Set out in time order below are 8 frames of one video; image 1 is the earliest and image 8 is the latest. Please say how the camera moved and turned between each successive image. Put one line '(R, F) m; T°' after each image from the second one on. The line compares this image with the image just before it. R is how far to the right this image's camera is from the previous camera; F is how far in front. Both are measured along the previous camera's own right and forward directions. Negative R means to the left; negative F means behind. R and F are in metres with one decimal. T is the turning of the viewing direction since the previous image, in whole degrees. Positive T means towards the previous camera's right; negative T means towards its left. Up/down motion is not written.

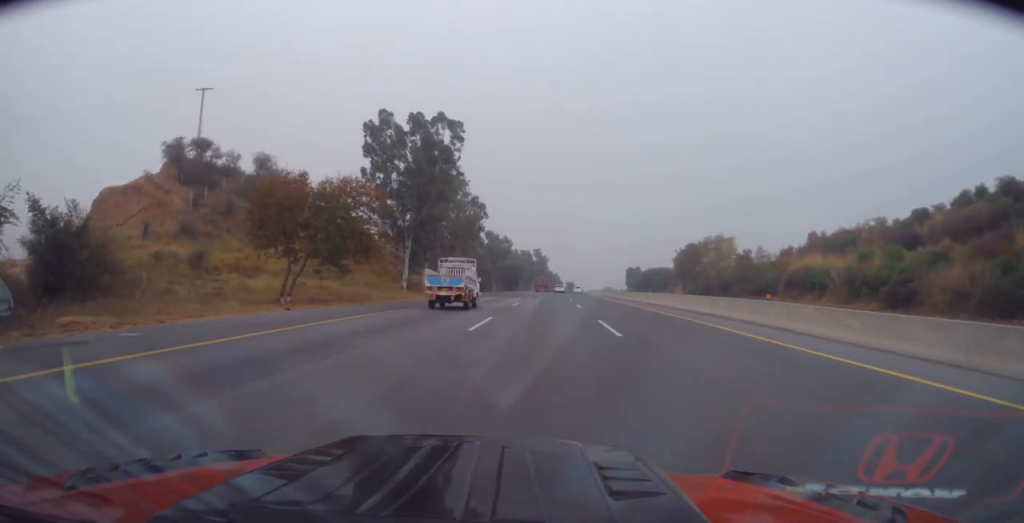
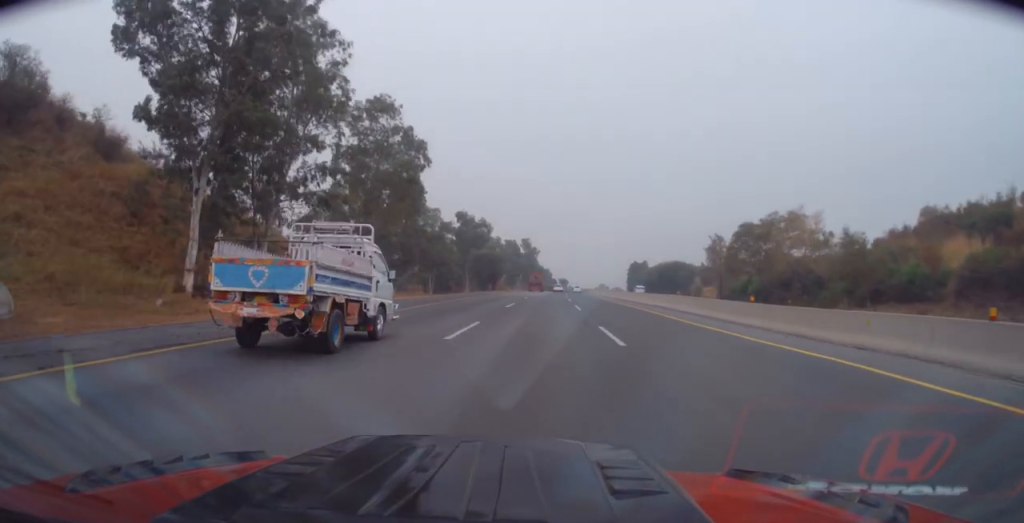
(0.0, +38.5) m; 0°
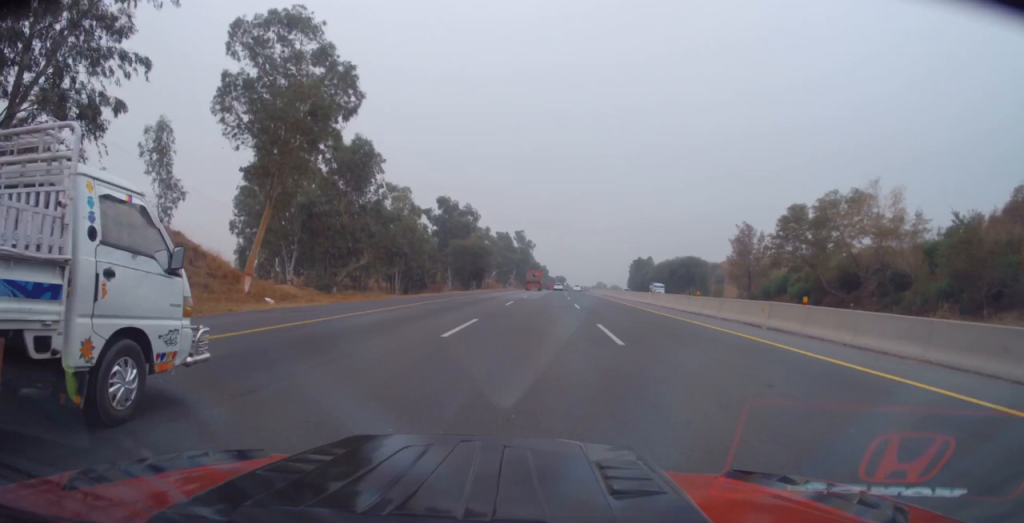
(+0.3, +18.3) m; +1°
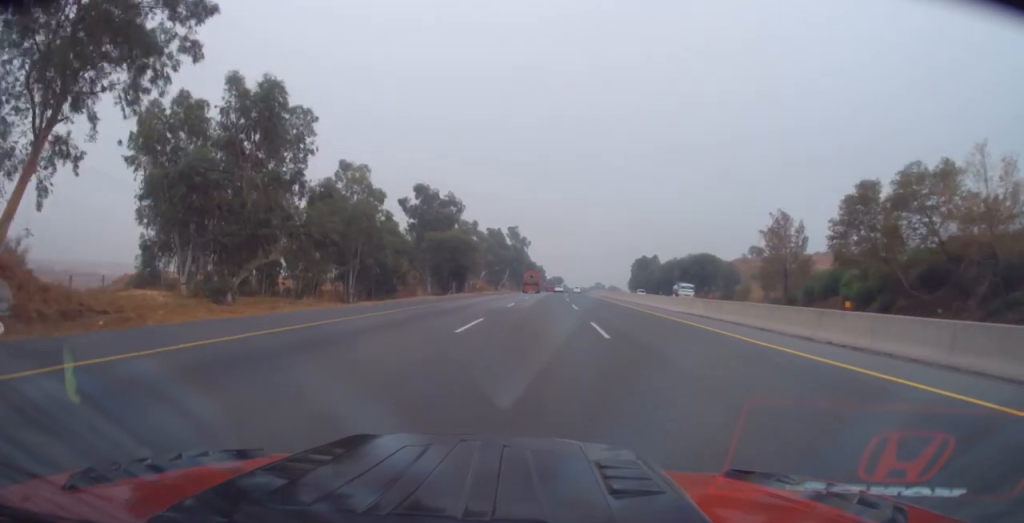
(0.0, +15.9) m; 0°
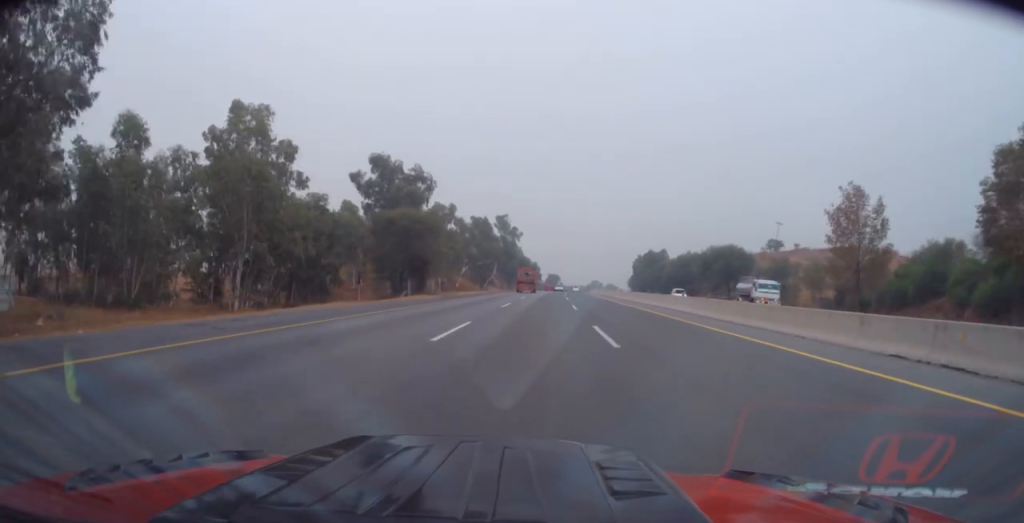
(-0.1, +20.4) m; 0°
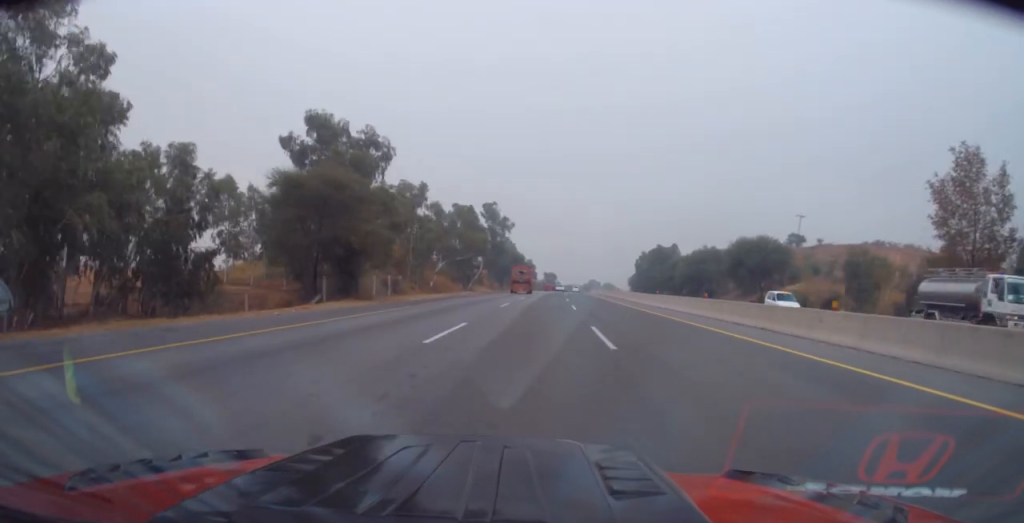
(0.0, +18.1) m; +1°
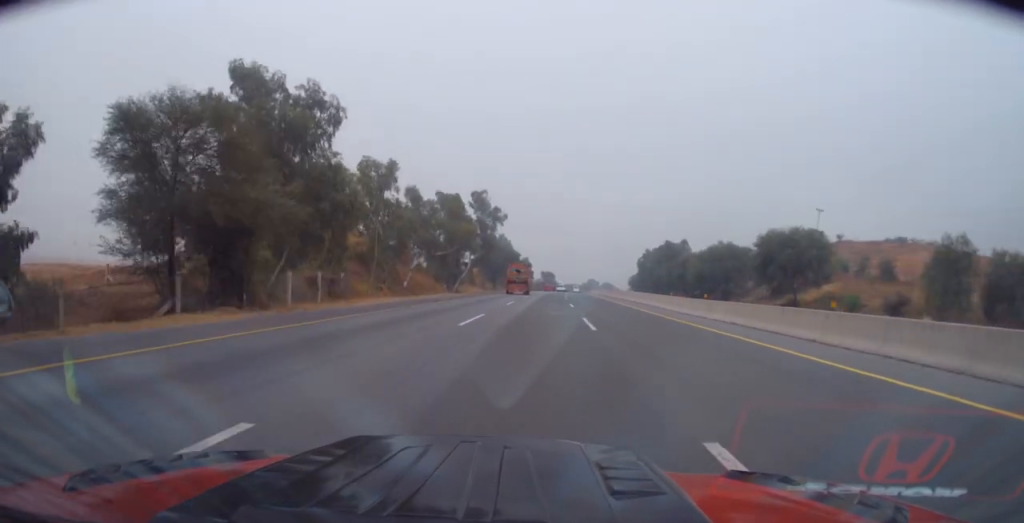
(+0.3, +12.9) m; 0°
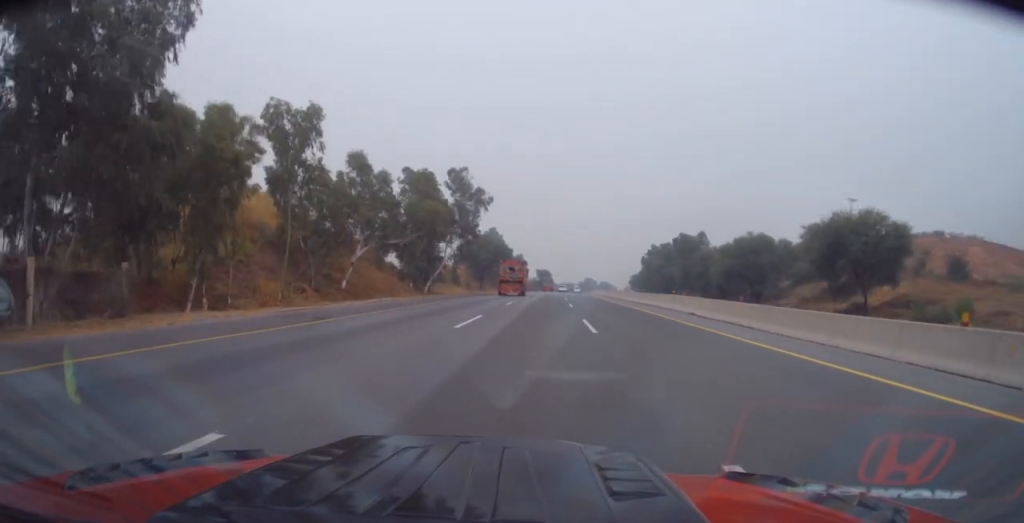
(-0.1, +18.4) m; 0°
